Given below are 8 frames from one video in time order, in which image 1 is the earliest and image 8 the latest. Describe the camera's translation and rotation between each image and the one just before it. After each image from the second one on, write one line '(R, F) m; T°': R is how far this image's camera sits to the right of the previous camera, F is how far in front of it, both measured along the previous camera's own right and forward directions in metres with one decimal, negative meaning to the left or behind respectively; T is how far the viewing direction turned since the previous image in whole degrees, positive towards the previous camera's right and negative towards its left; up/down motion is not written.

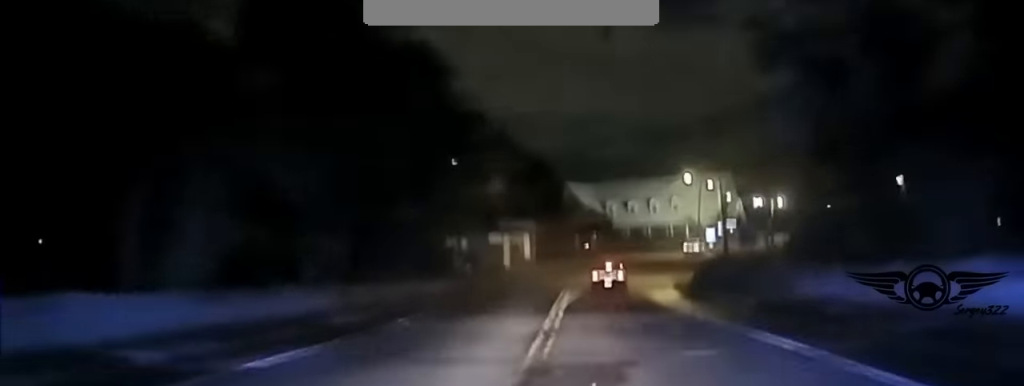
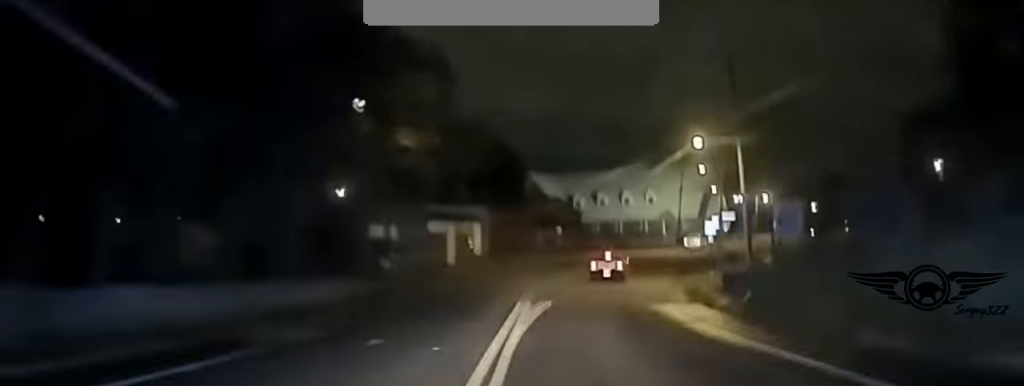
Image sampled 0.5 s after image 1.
(+0.3, +21.9) m; +2°
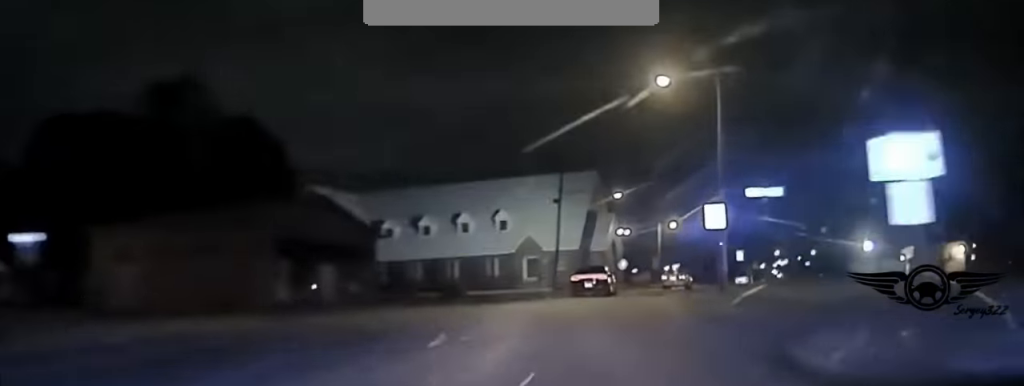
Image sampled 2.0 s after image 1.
(+4.1, +60.3) m; +11°
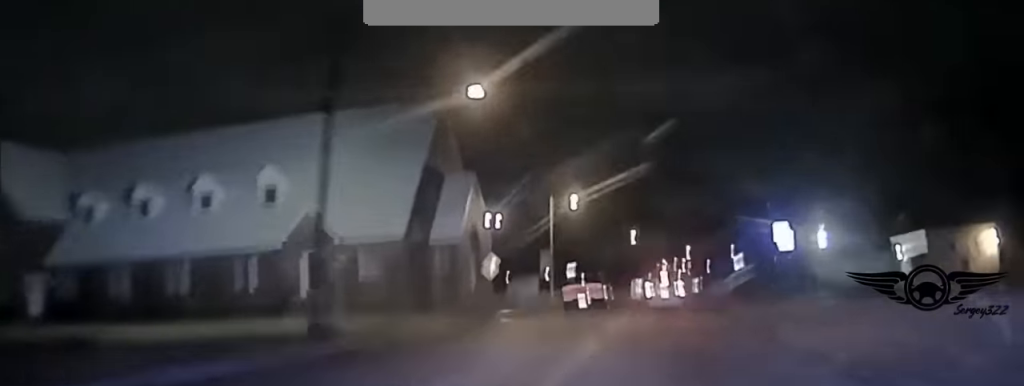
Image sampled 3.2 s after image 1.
(+4.5, +47.0) m; +10°
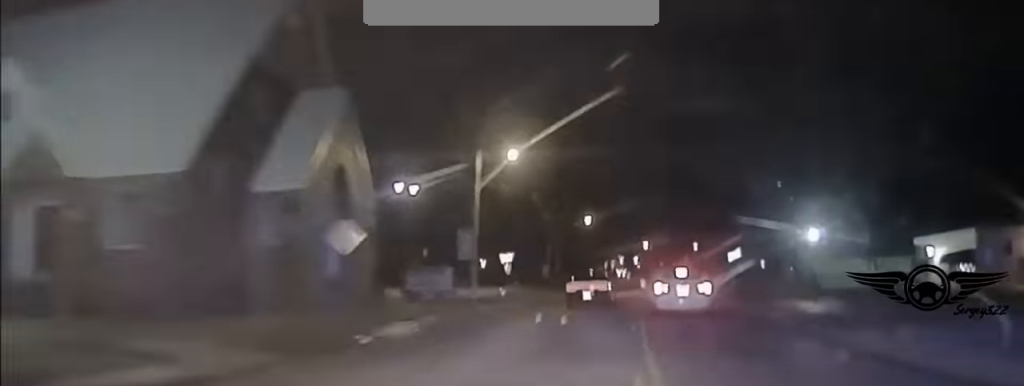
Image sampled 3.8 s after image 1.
(+1.1, +21.4) m; +3°
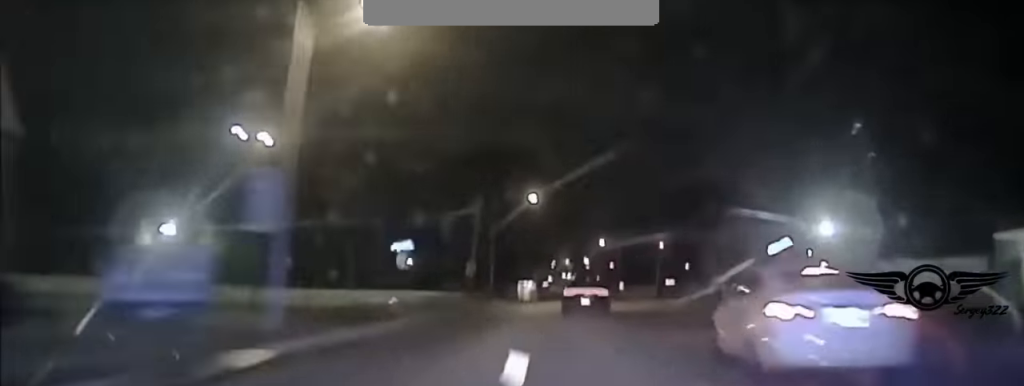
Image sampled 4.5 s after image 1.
(+0.6, +24.0) m; +2°
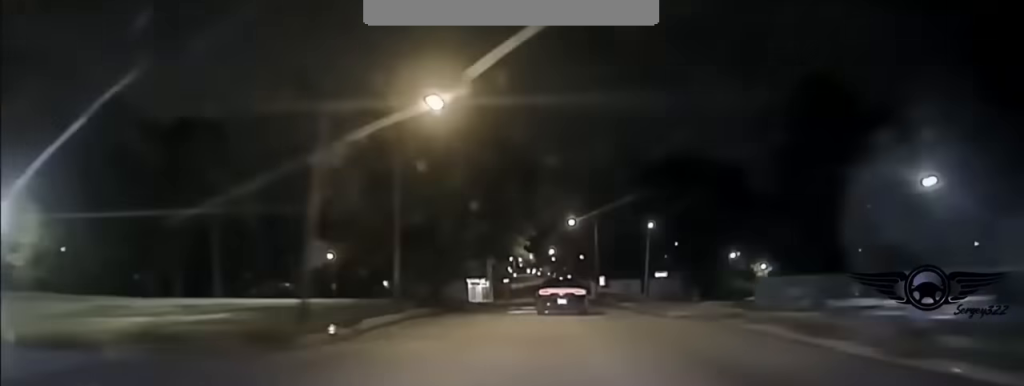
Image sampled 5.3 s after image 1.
(+0.6, +27.6) m; +1°
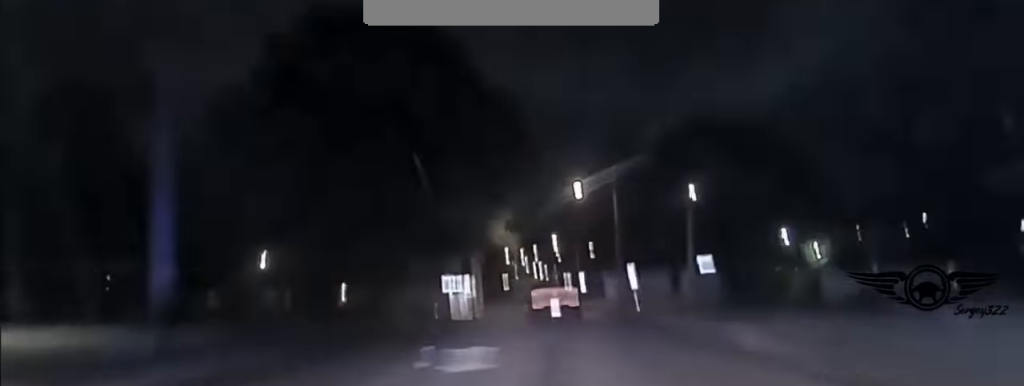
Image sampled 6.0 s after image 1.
(0.0, +26.8) m; -1°
